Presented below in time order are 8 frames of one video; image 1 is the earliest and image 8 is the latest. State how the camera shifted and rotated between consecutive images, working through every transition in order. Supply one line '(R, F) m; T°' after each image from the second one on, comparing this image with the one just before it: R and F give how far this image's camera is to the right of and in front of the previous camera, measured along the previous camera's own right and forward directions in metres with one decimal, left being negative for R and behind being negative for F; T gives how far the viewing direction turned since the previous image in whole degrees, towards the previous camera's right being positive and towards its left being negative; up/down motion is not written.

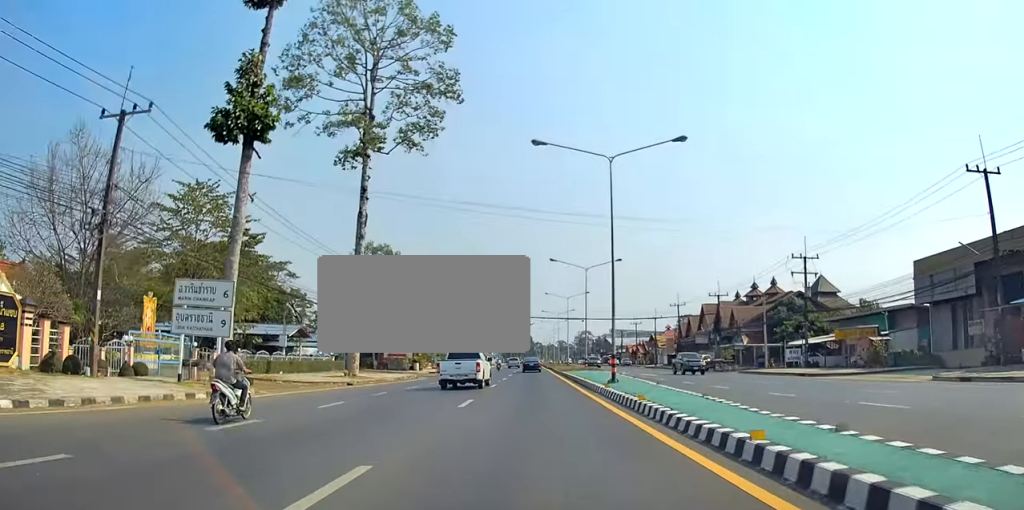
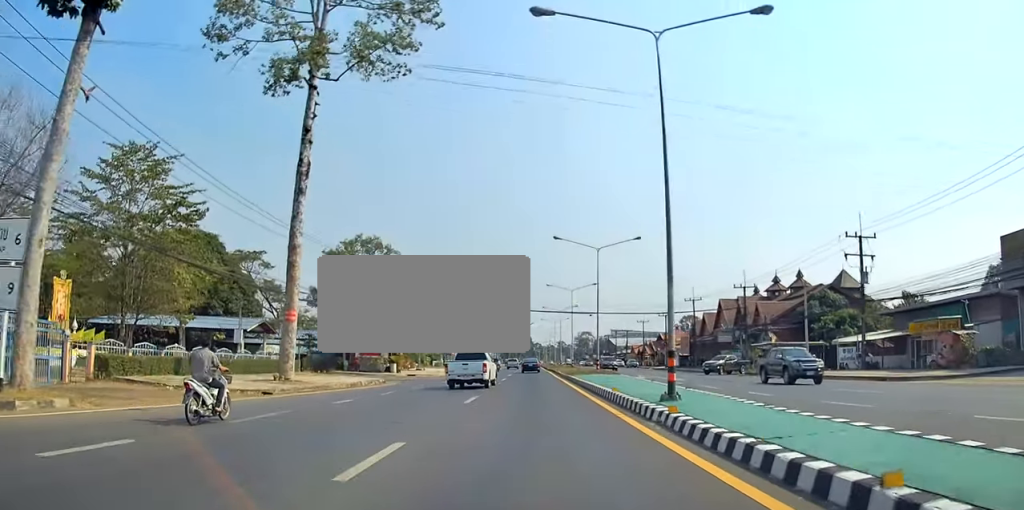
(0.0, +10.5) m; 0°
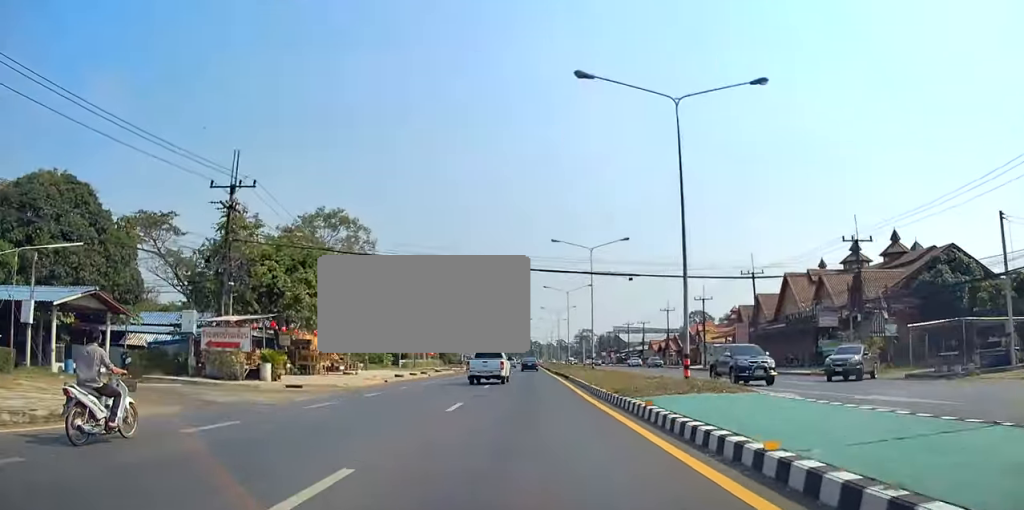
(+0.3, +25.8) m; +2°
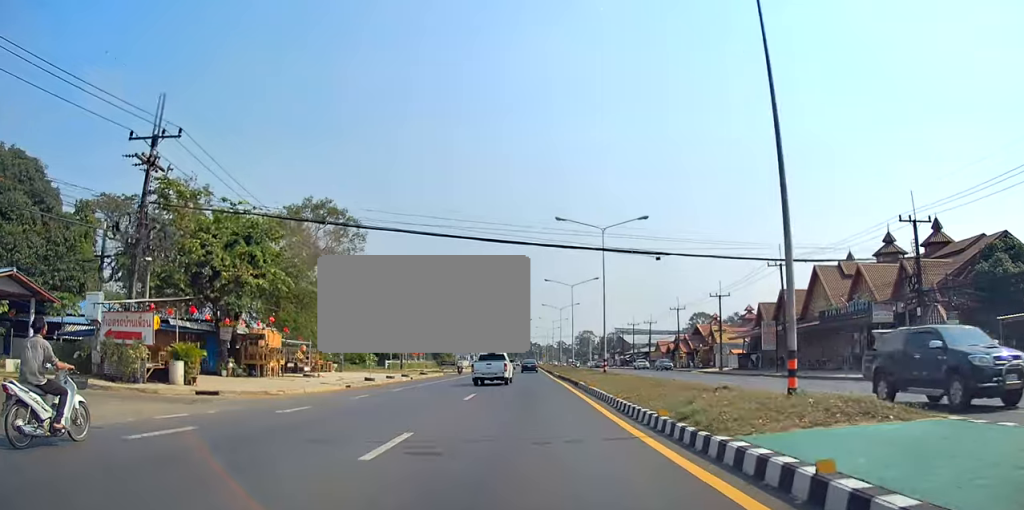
(+0.1, +8.0) m; +1°
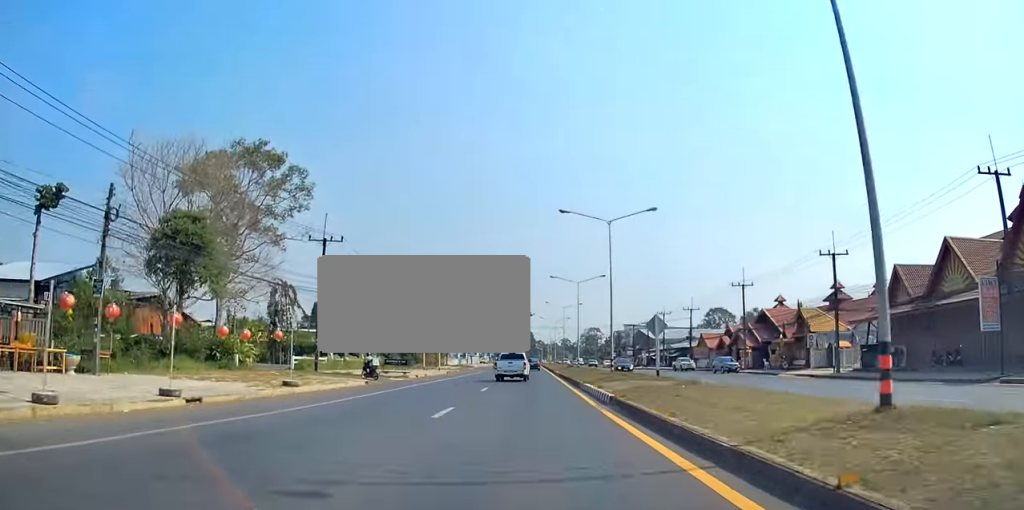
(-0.3, +31.1) m; -1°
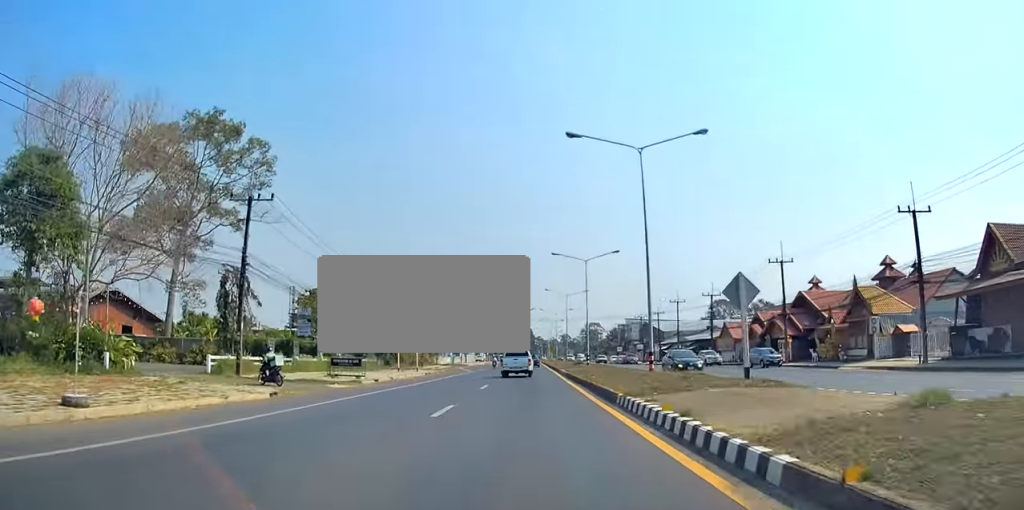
(-0.1, +11.7) m; 0°
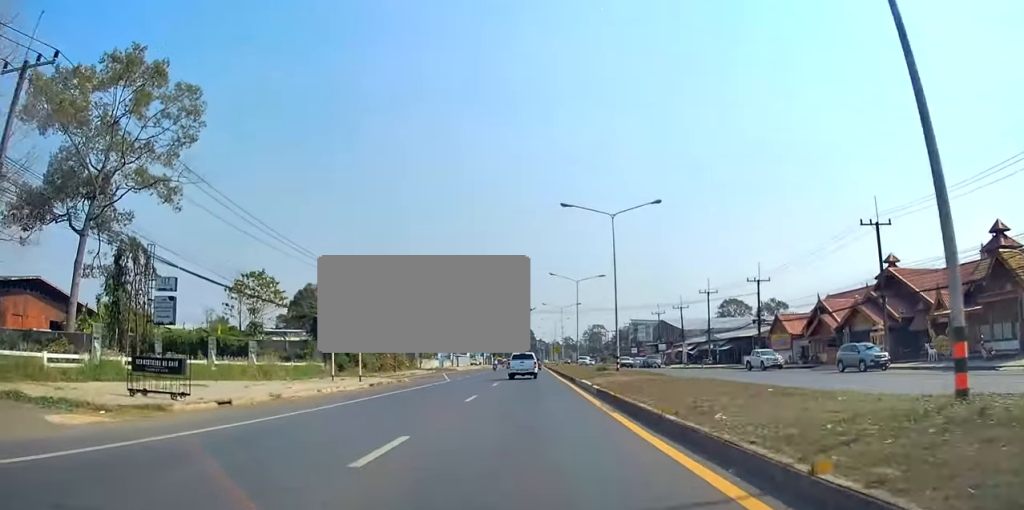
(0.0, +18.3) m; 0°
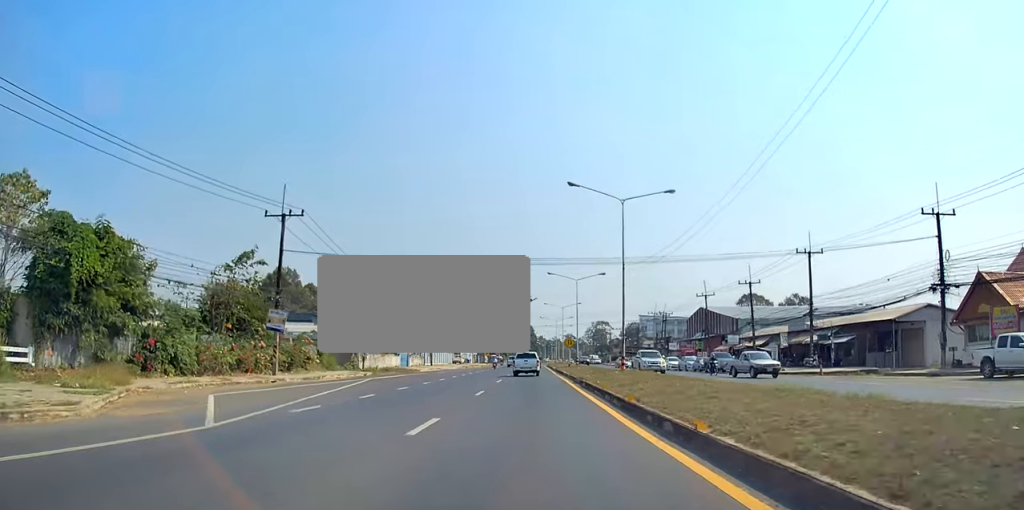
(0.0, +31.9) m; 0°
